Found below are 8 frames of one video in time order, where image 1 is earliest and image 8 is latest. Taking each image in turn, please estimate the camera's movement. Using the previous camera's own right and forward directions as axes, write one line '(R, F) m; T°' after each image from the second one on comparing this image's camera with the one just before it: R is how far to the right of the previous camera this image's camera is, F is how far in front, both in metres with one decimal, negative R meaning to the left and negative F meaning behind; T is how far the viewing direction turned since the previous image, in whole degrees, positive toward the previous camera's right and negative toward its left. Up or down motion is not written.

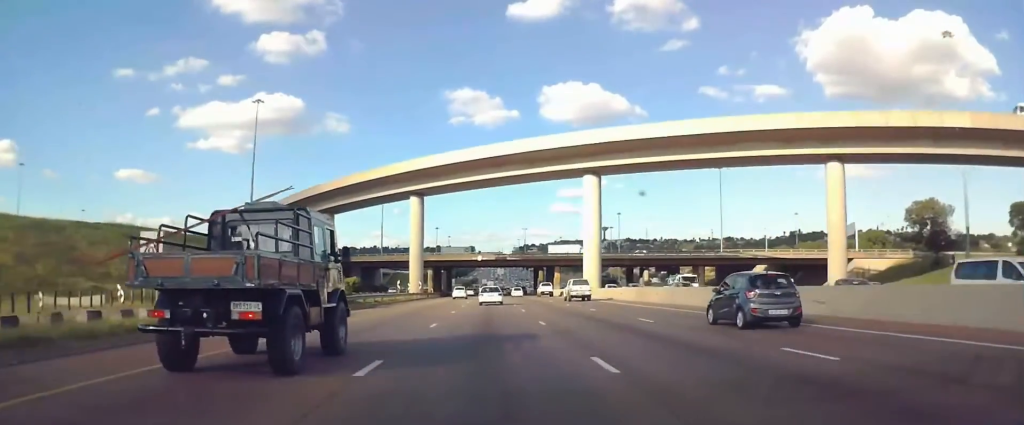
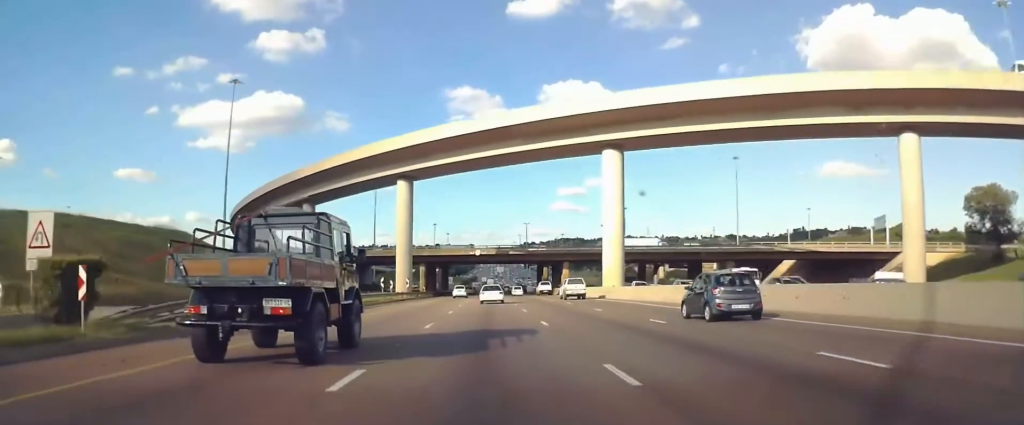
(+0.2, +13.4) m; 0°
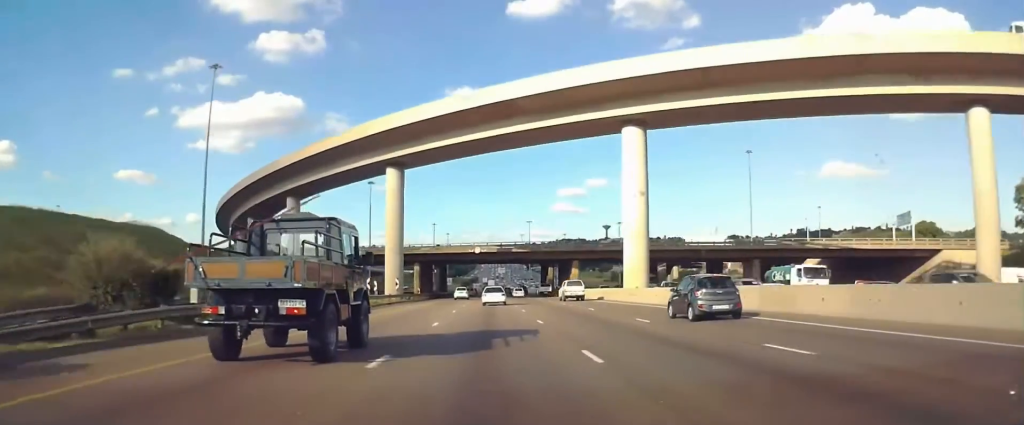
(-0.3, +9.5) m; 0°
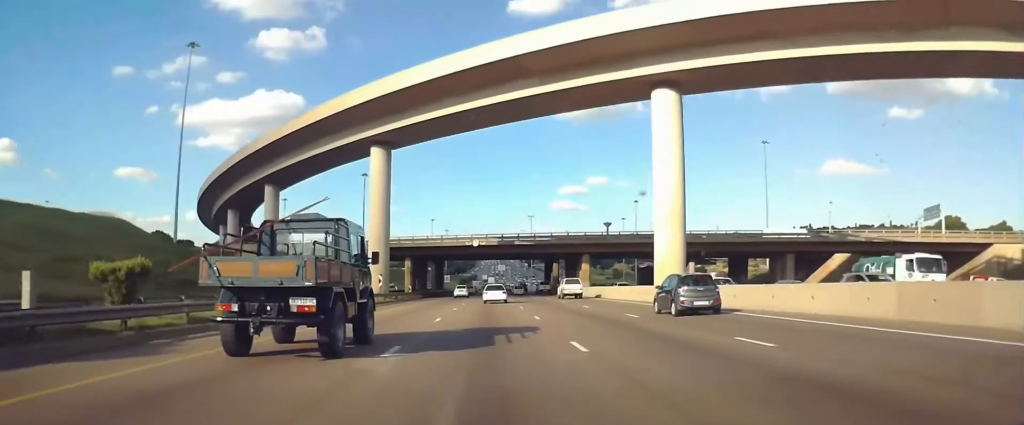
(-0.1, +10.2) m; 0°
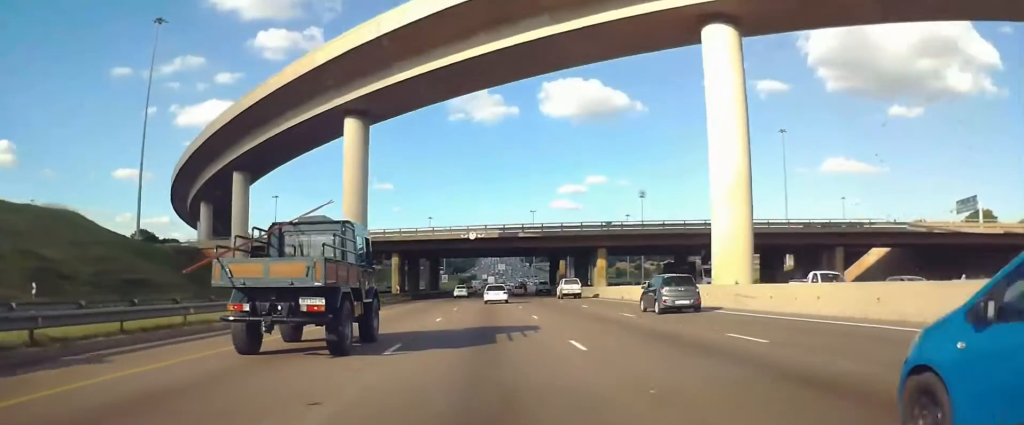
(+0.2, +11.5) m; +1°
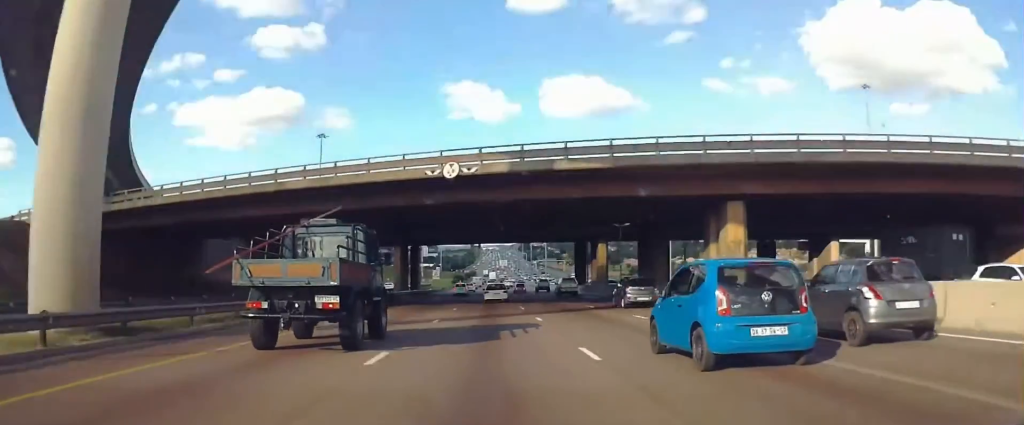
(+0.2, +37.4) m; +1°
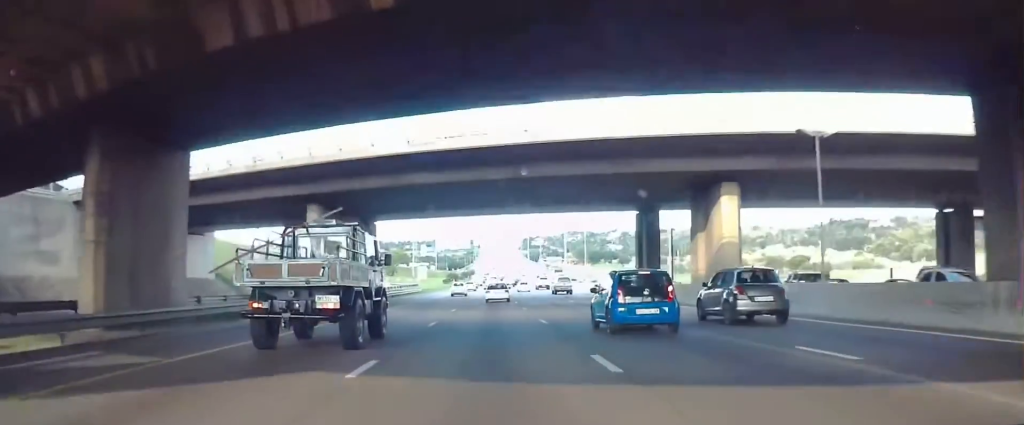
(+0.1, +37.7) m; -1°
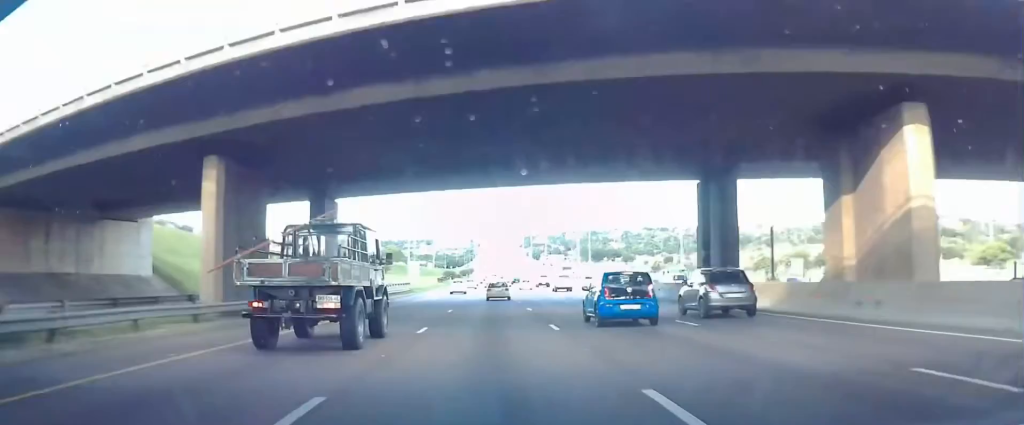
(-0.3, +15.5) m; 0°
